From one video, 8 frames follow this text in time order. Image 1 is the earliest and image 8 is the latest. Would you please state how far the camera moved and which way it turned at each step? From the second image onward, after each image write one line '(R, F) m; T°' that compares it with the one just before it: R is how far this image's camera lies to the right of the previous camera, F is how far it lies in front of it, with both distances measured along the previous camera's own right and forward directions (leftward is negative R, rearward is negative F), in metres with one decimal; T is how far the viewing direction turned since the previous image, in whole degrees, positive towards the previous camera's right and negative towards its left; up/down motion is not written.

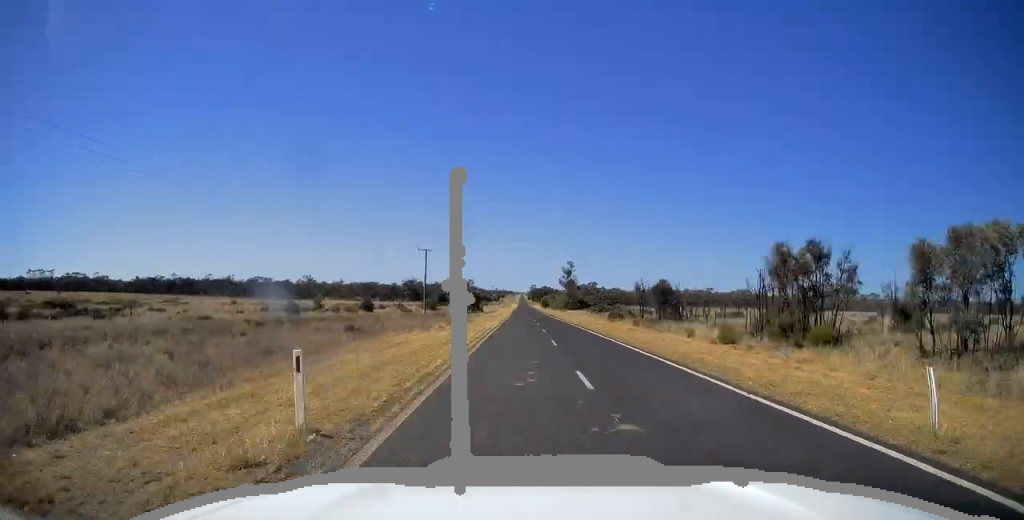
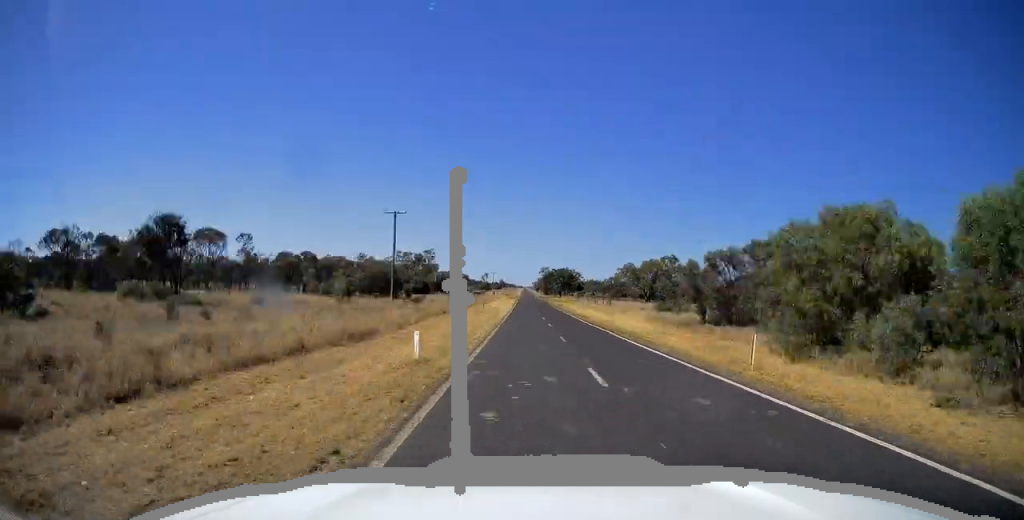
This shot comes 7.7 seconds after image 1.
(+0.3, +236.8) m; 0°
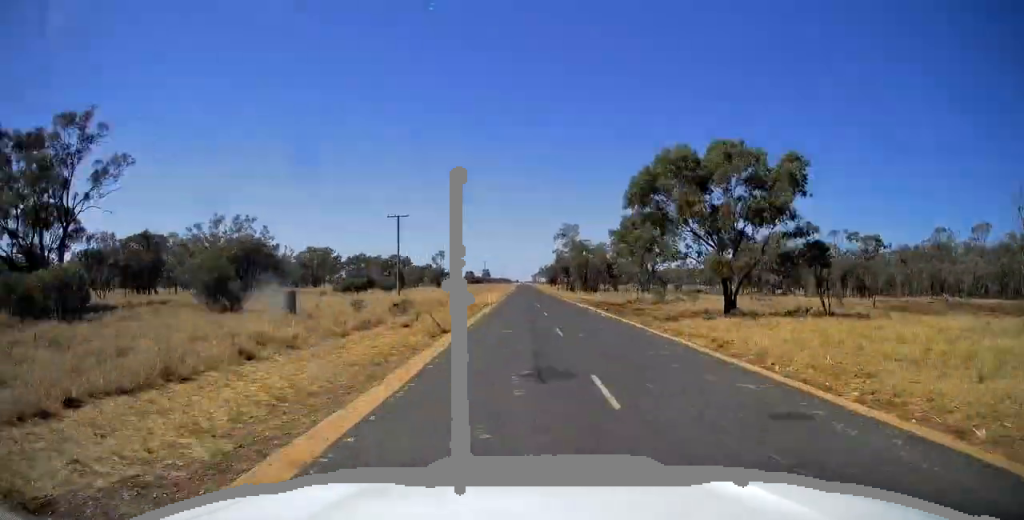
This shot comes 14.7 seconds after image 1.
(+0.2, +213.8) m; 0°
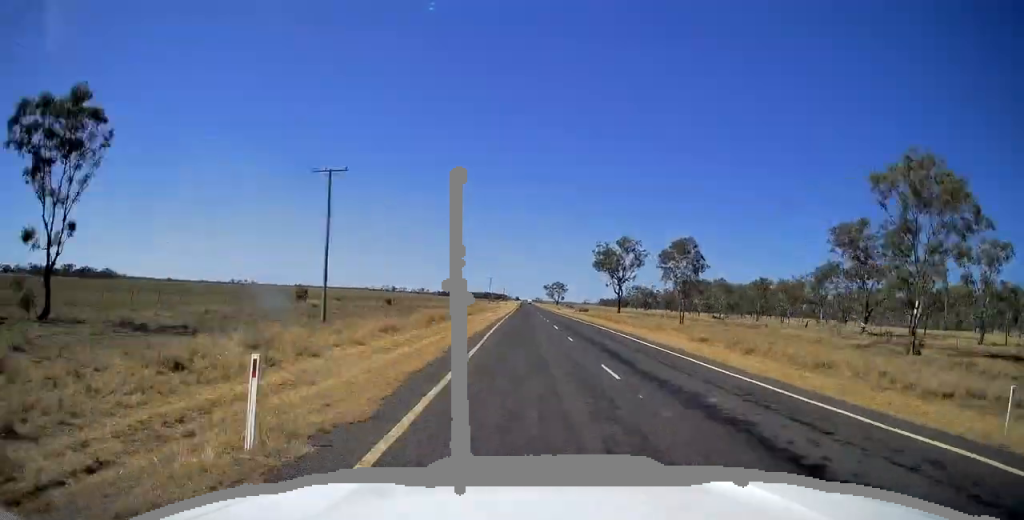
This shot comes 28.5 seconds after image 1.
(-0.9, +408.8) m; 0°
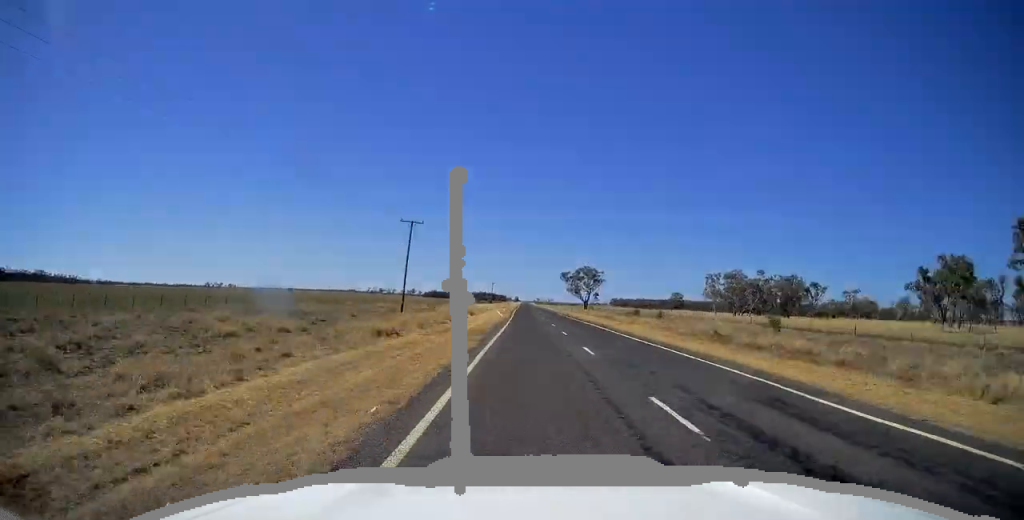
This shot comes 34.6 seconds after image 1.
(+0.8, +180.9) m; 0°
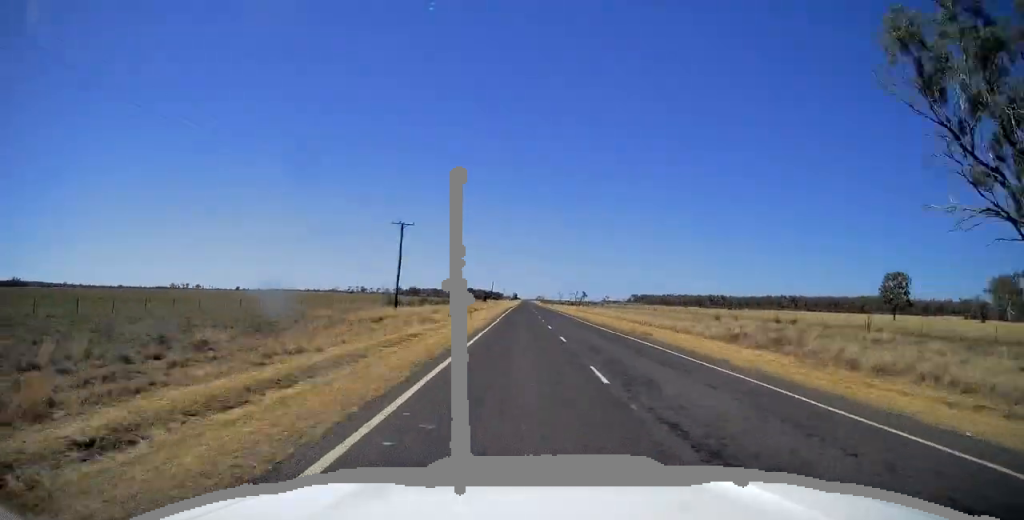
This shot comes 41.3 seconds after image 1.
(0.0, +202.9) m; 0°
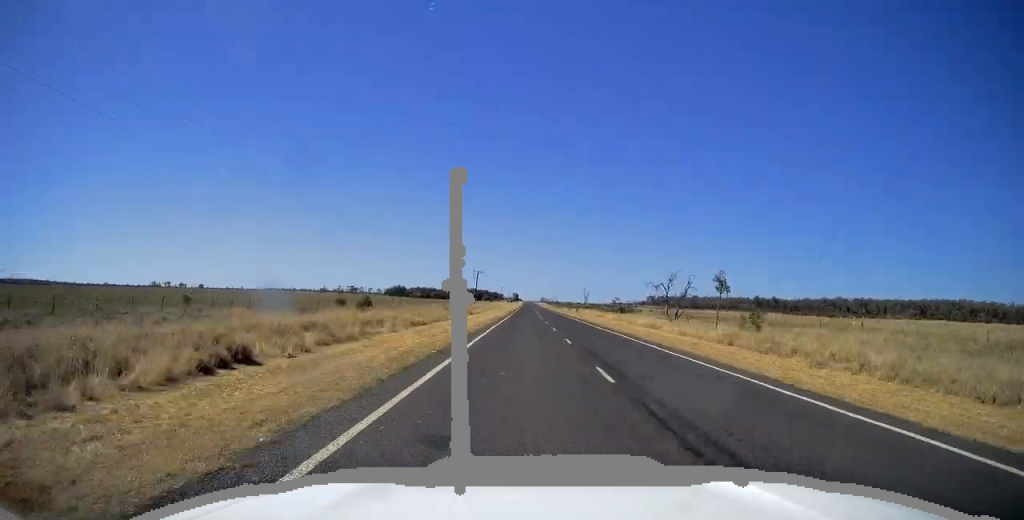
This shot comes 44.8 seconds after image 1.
(-0.1, +107.1) m; 0°
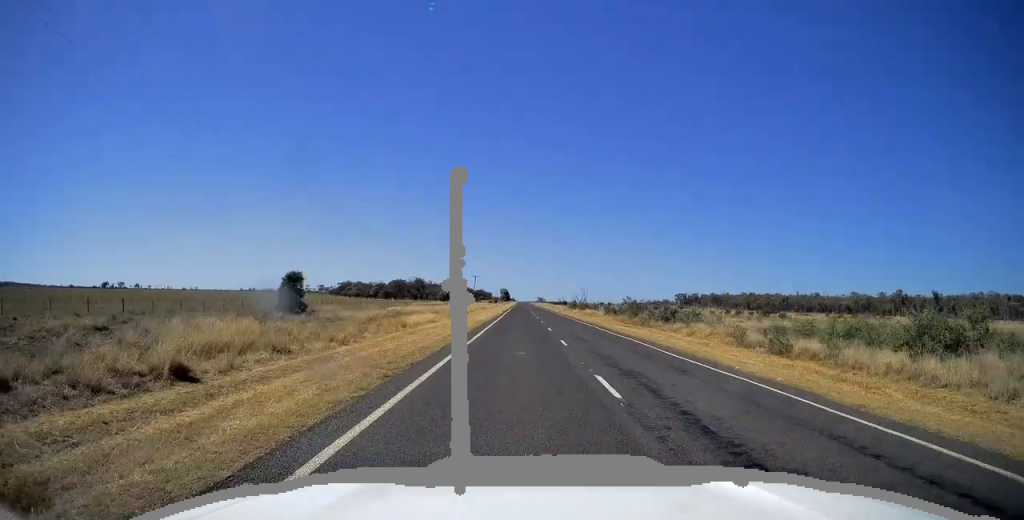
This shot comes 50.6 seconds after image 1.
(-0.1, +178.3) m; 0°
